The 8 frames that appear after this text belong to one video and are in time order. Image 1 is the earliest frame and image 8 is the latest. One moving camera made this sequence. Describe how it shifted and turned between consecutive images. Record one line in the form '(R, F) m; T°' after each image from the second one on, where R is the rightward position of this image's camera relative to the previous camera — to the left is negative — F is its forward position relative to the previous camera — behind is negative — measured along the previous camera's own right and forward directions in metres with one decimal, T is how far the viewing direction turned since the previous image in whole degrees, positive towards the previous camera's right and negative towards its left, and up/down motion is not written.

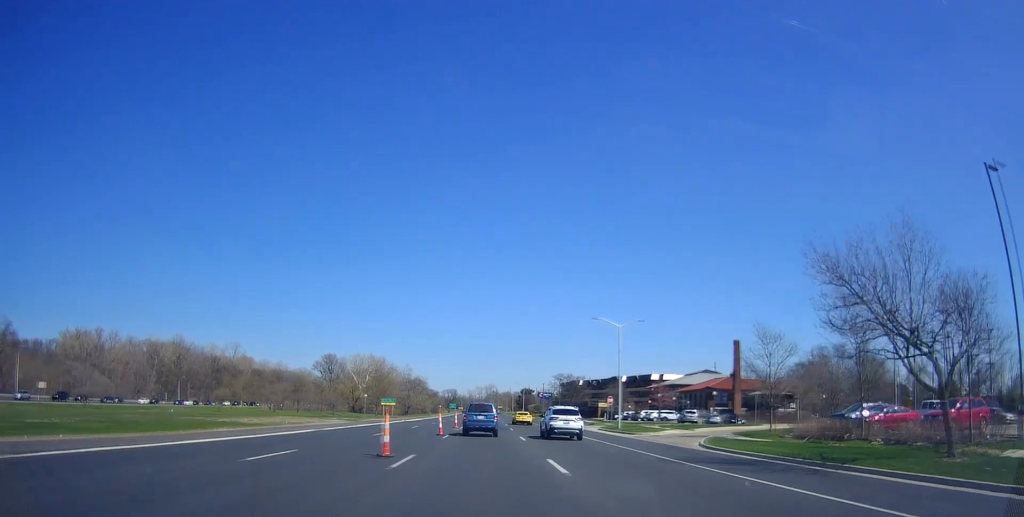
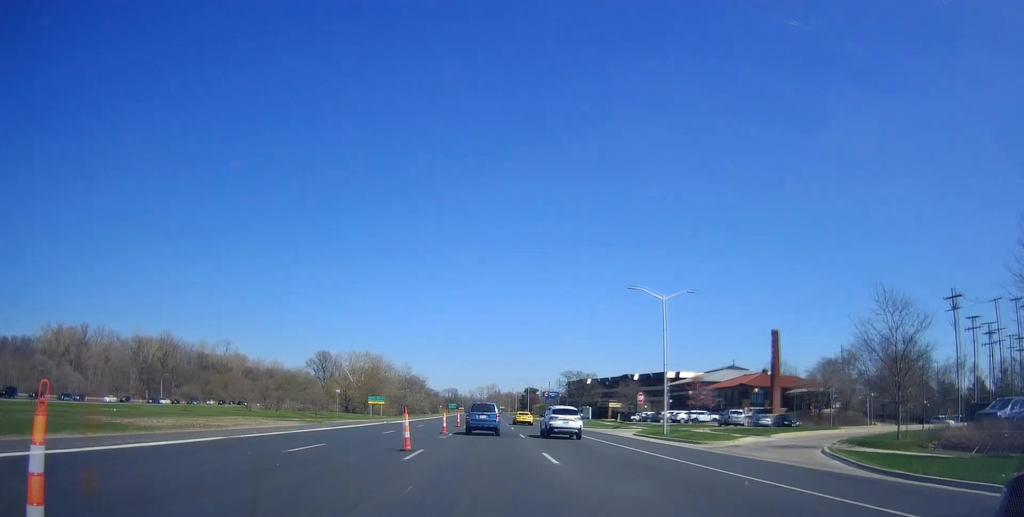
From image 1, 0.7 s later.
(+0.3, +12.9) m; +1°
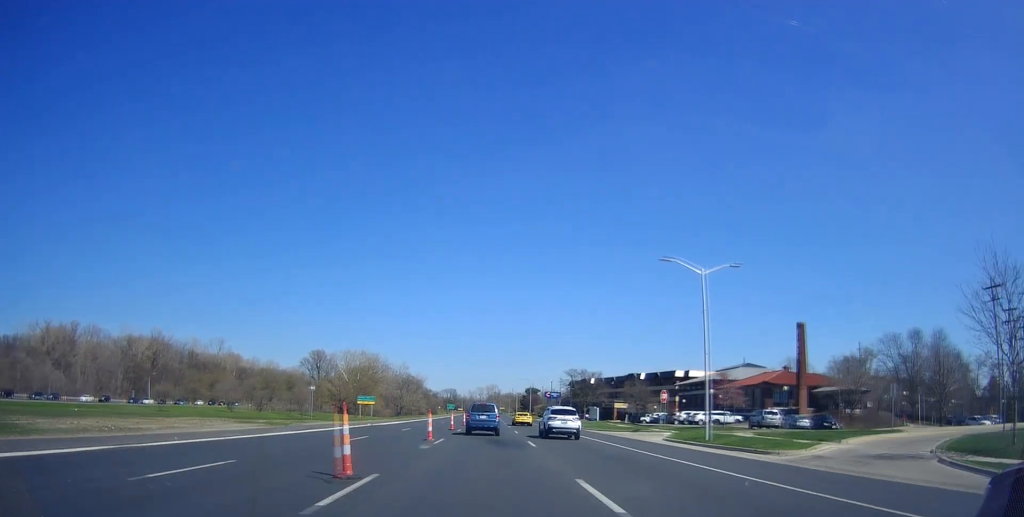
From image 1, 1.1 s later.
(+0.1, +7.4) m; +1°
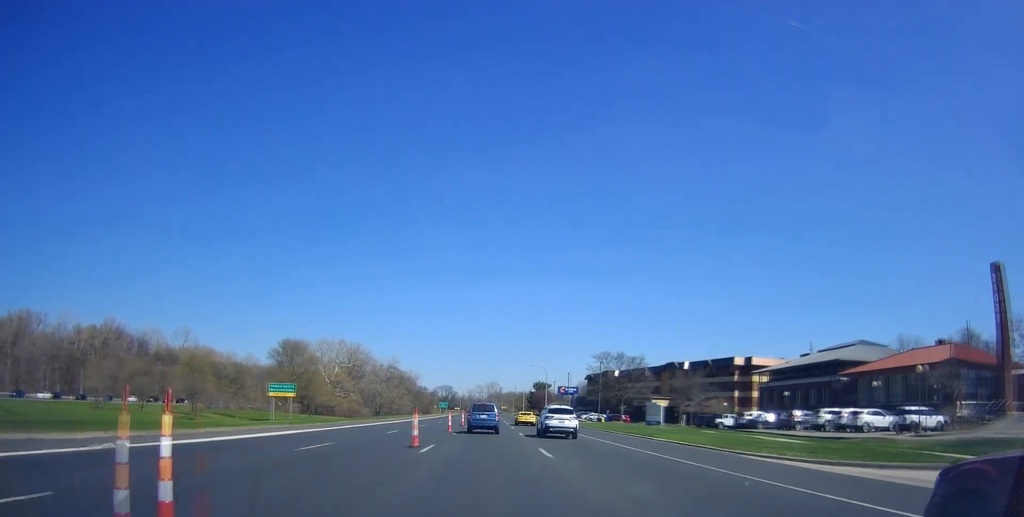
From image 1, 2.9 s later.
(-1.0, +35.7) m; -2°
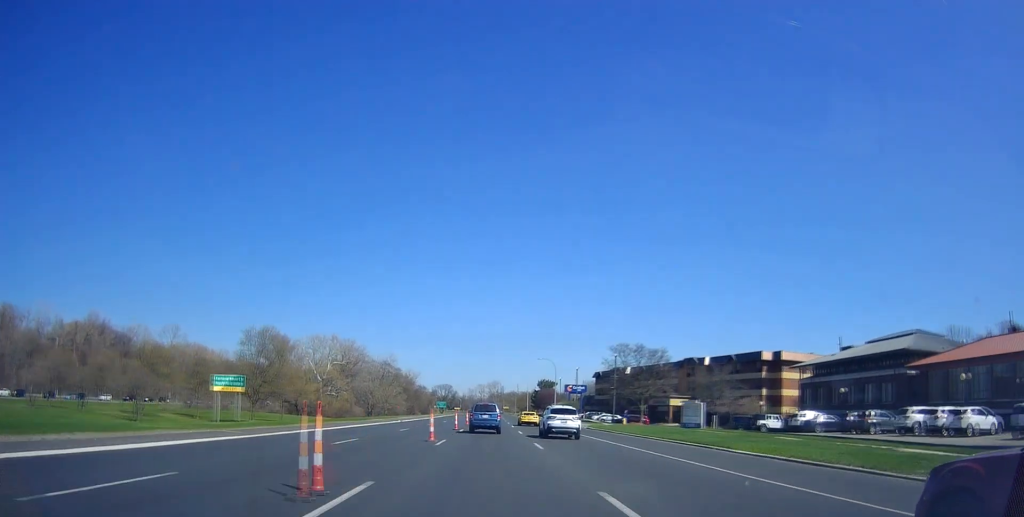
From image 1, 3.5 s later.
(+0.1, +11.3) m; +1°
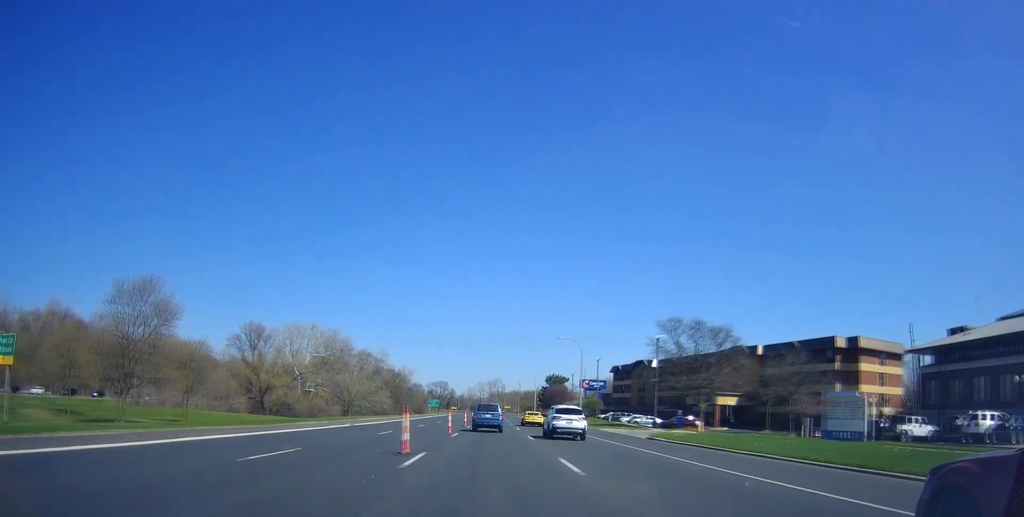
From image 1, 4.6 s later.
(+0.4, +23.0) m; 0°
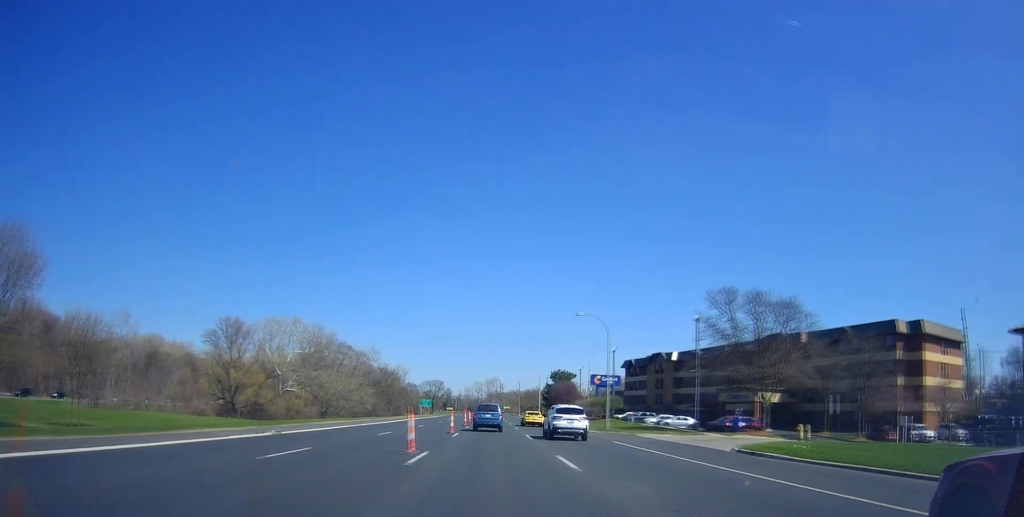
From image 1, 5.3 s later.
(-0.1, +14.4) m; -1°
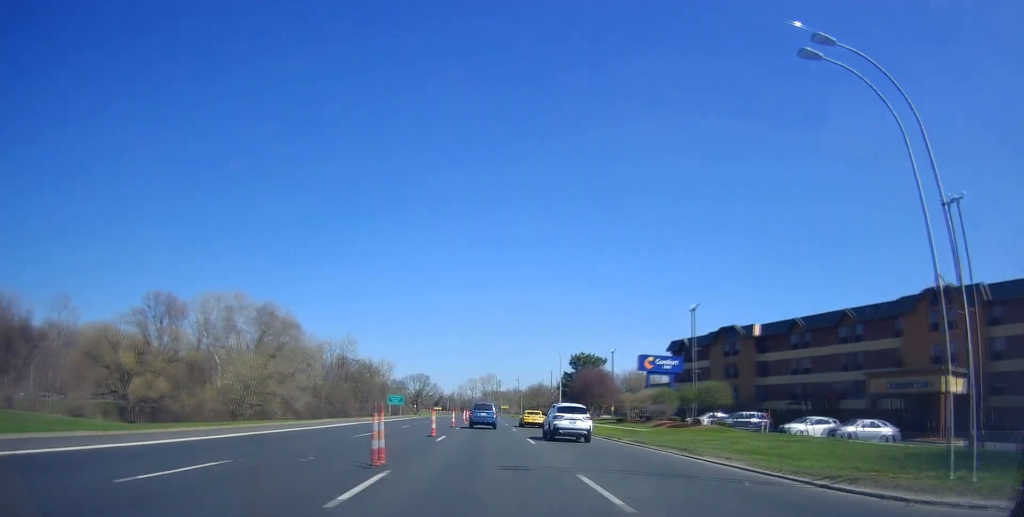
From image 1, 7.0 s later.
(+0.1, +35.4) m; +1°
